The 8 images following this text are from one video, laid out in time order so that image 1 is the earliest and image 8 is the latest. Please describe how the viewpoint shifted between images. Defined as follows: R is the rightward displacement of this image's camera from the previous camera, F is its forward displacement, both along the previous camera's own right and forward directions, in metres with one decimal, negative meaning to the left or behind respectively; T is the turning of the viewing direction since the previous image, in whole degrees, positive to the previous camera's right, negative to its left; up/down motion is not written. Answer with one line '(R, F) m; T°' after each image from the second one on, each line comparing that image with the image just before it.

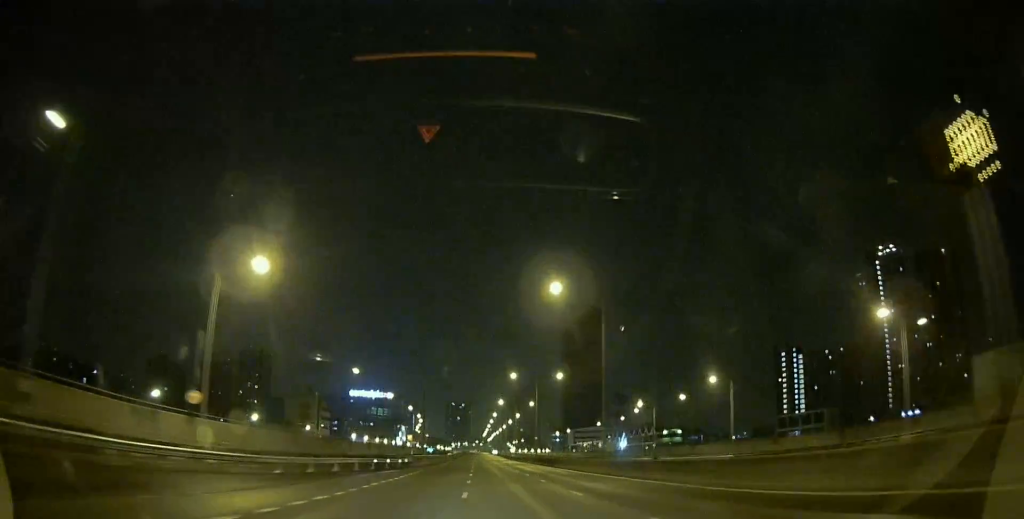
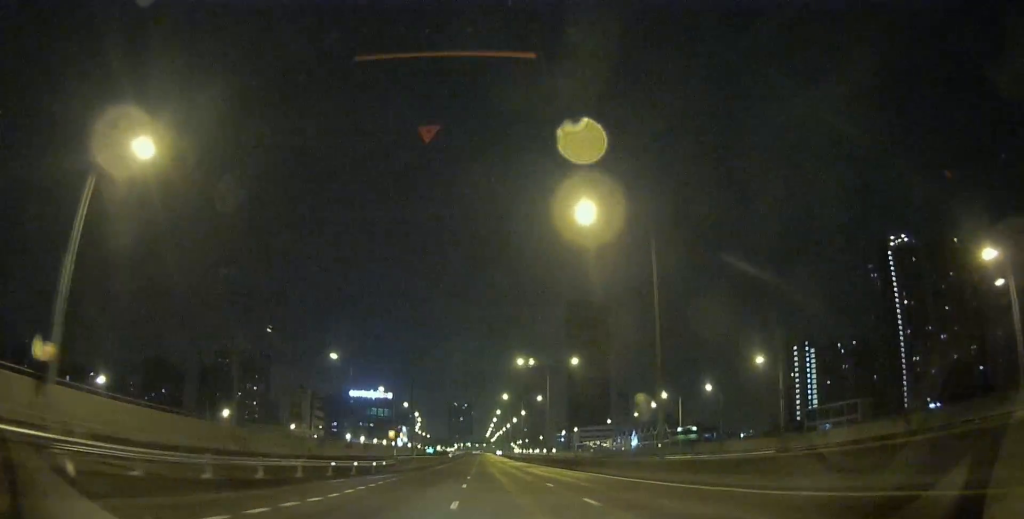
(+0.1, +11.4) m; 0°
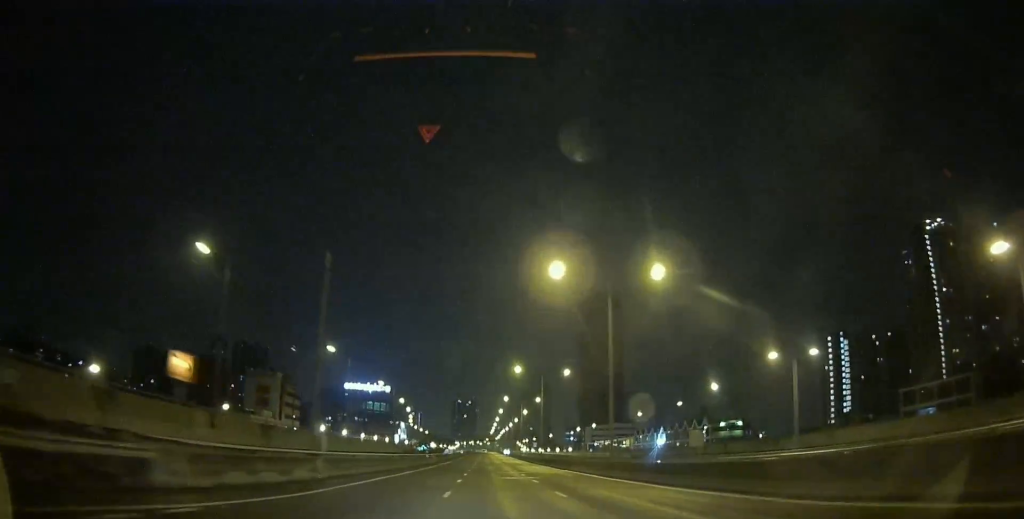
(-0.5, +33.2) m; -1°
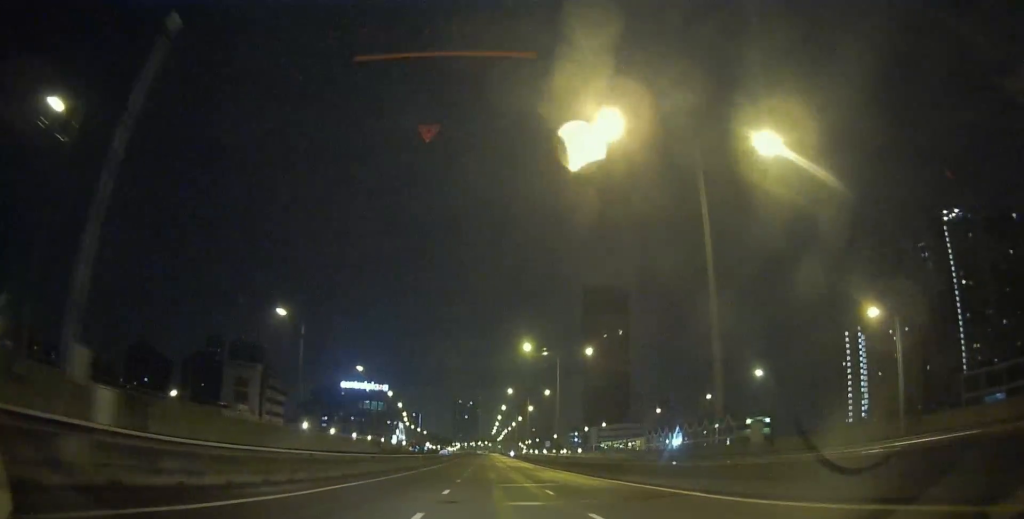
(0.0, +15.1) m; 0°
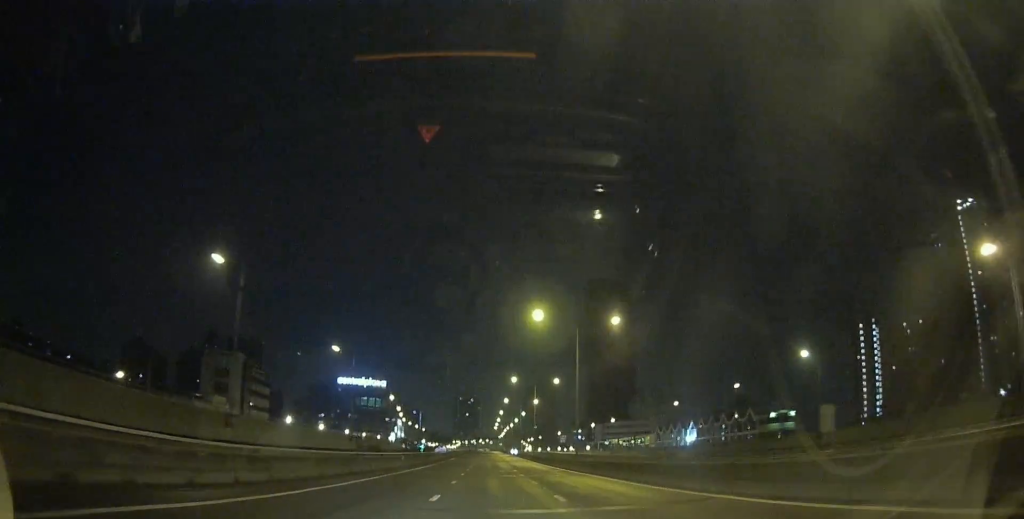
(0.0, +12.1) m; 0°
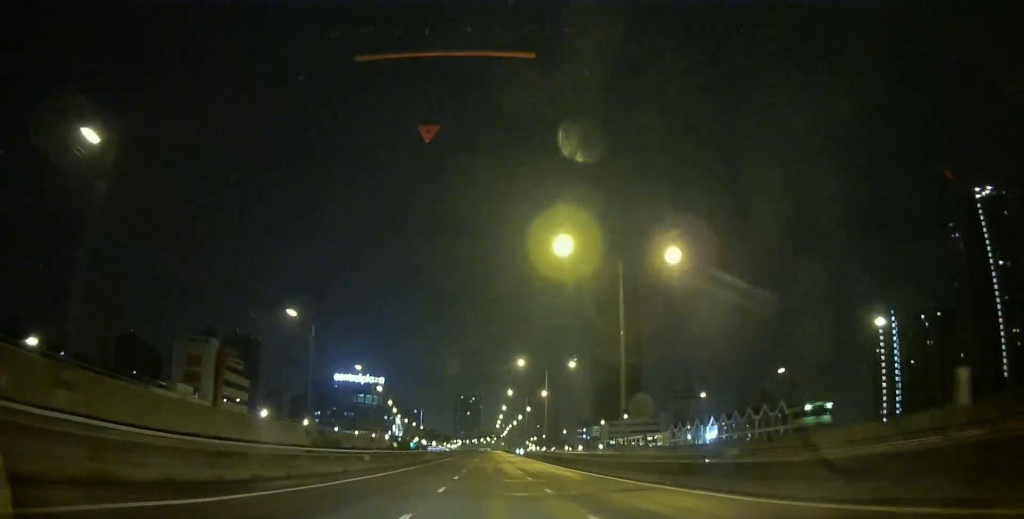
(0.0, +16.2) m; 0°
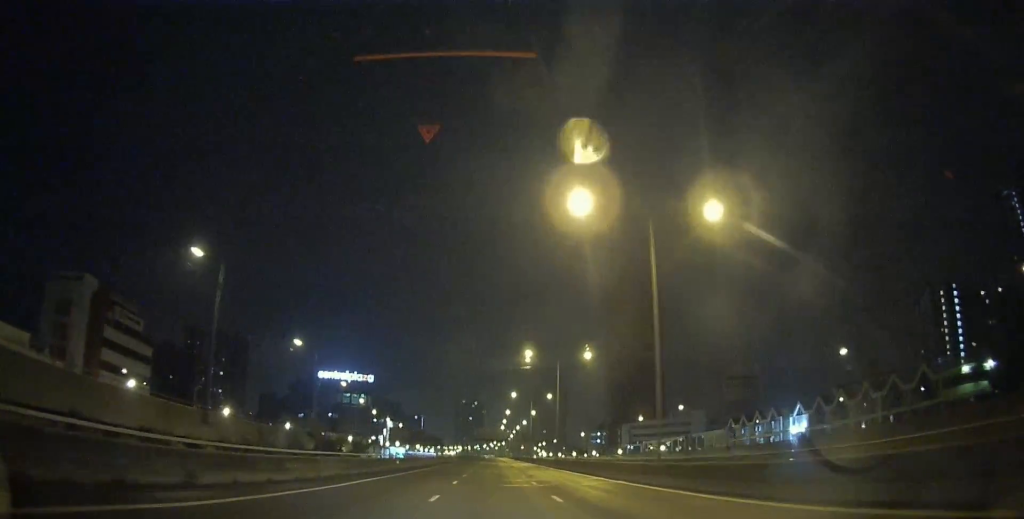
(-0.6, +46.3) m; -1°
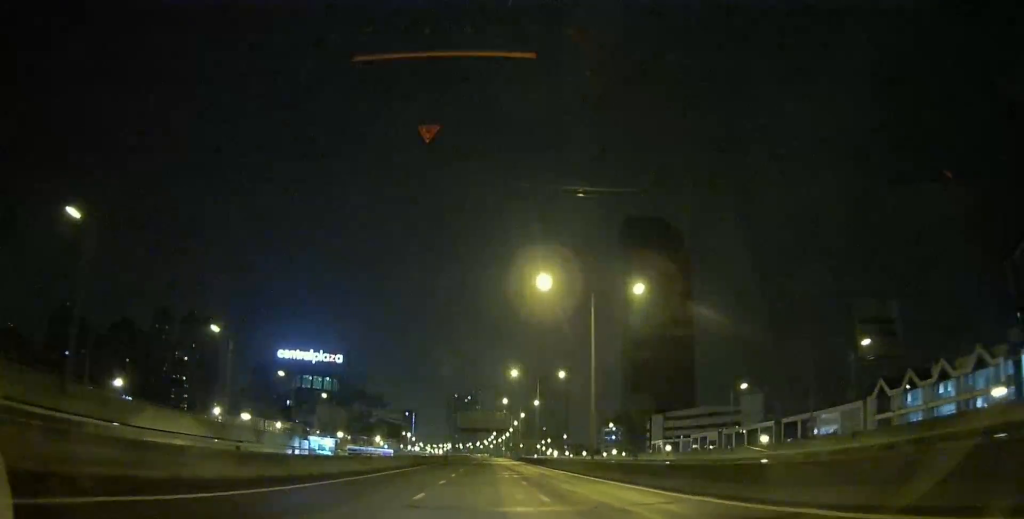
(-0.1, +66.7) m; 0°
